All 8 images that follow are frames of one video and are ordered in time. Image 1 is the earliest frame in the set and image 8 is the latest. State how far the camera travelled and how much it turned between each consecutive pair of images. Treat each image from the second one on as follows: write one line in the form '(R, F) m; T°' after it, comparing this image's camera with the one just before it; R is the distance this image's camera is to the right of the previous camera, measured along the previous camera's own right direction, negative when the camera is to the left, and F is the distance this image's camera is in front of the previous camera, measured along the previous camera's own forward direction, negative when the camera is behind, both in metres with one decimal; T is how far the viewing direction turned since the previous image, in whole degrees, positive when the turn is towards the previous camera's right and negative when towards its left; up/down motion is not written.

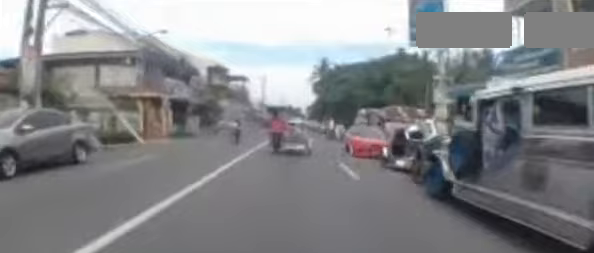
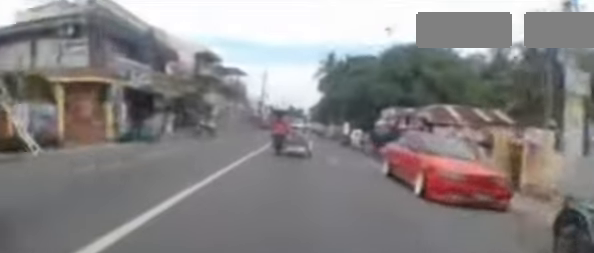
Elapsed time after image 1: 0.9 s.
(+0.1, +7.1) m; +2°
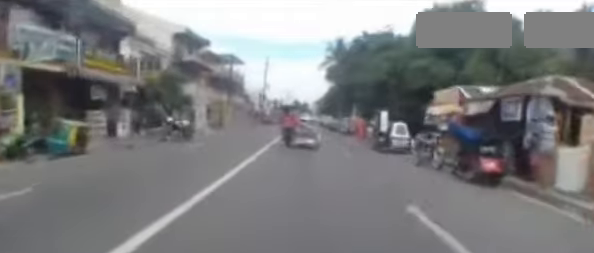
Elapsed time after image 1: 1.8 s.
(+0.2, +7.4) m; 0°
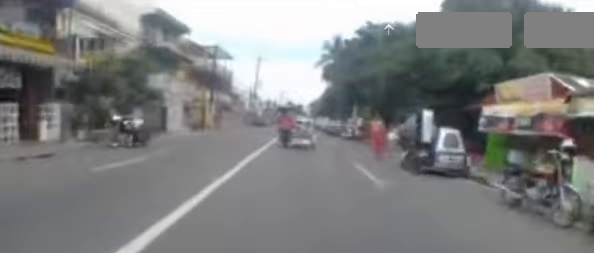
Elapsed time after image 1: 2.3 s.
(-0.3, +4.2) m; 0°
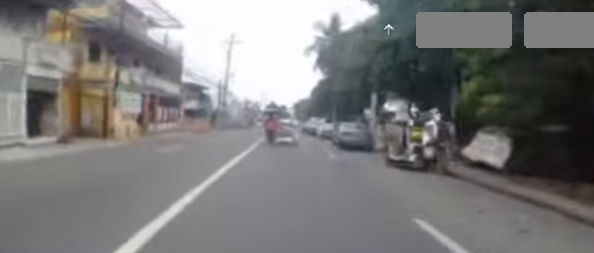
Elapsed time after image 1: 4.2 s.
(+0.7, +14.1) m; +4°
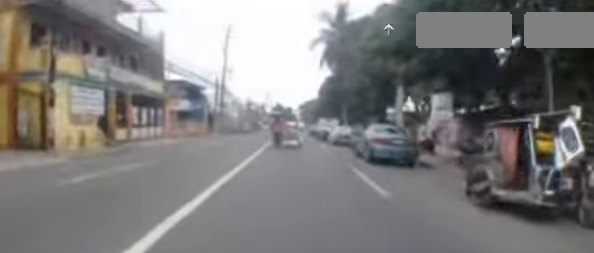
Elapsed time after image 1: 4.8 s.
(0.0, +4.5) m; -1°
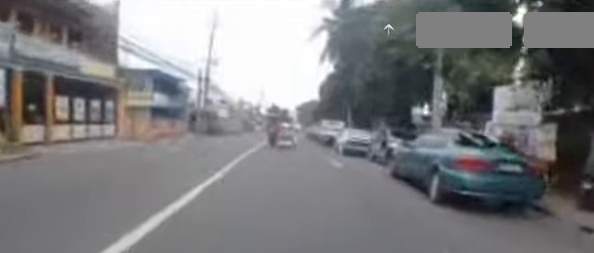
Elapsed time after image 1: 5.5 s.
(+0.1, +5.6) m; -3°
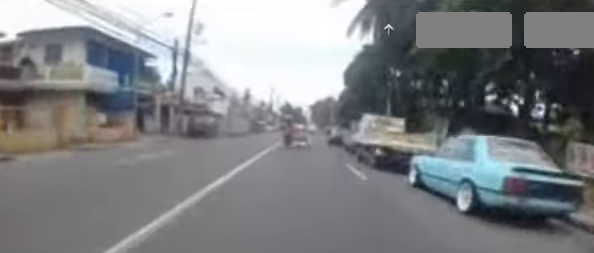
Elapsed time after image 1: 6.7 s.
(-0.5, +10.2) m; -3°
